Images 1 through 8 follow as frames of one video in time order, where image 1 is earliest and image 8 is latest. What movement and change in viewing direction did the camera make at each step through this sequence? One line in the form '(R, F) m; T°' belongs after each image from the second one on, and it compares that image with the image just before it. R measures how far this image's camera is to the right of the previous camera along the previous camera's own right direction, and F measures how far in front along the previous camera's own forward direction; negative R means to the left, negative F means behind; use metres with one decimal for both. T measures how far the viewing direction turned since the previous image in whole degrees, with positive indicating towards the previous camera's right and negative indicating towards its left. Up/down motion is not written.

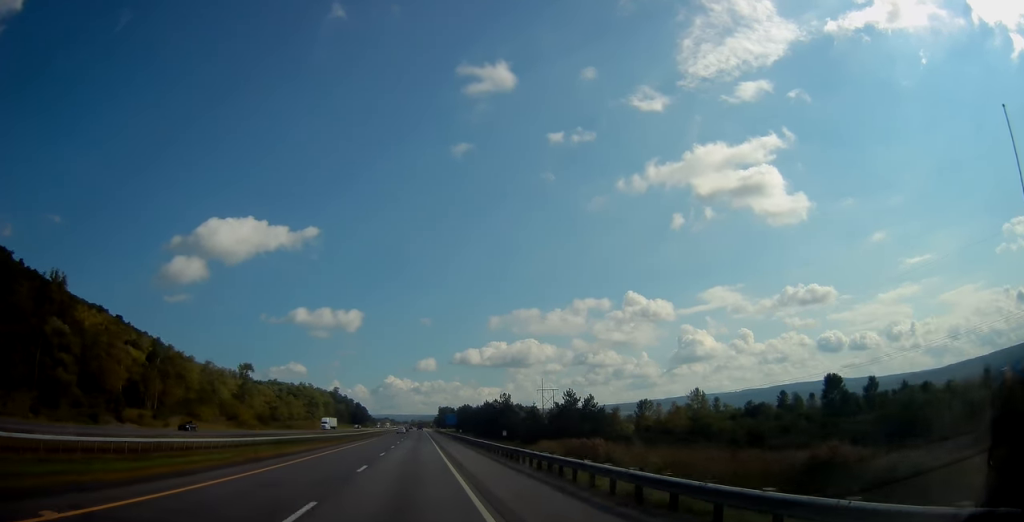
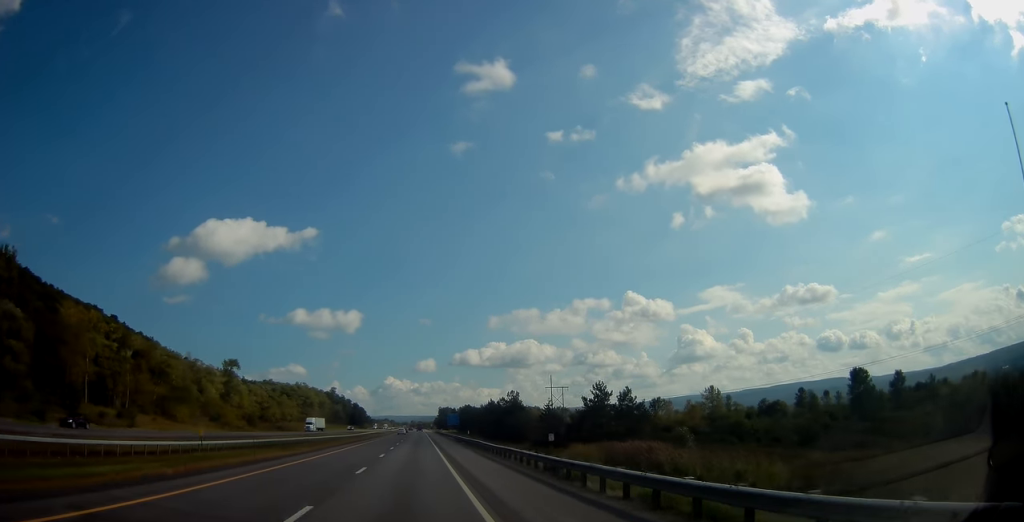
(-0.1, +12.6) m; 0°
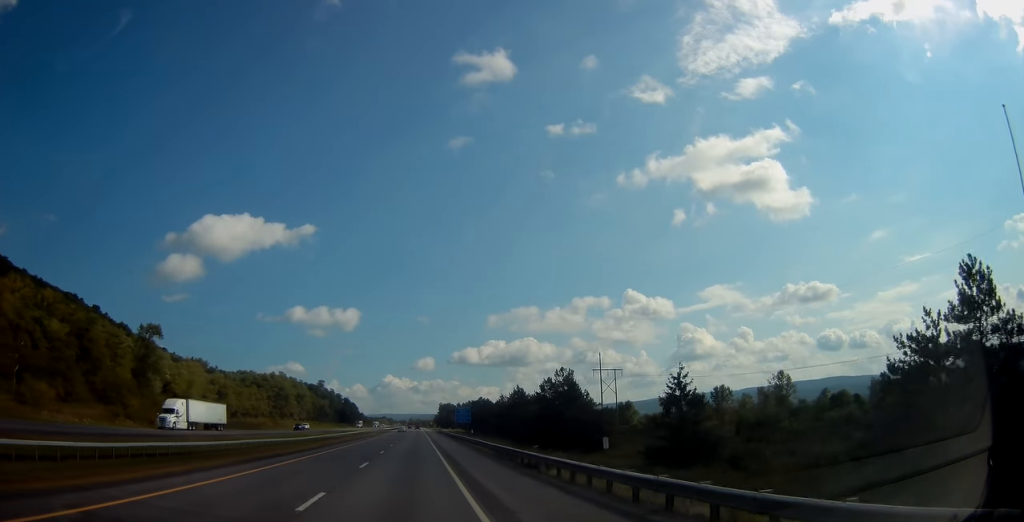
(+0.1, +46.3) m; 0°
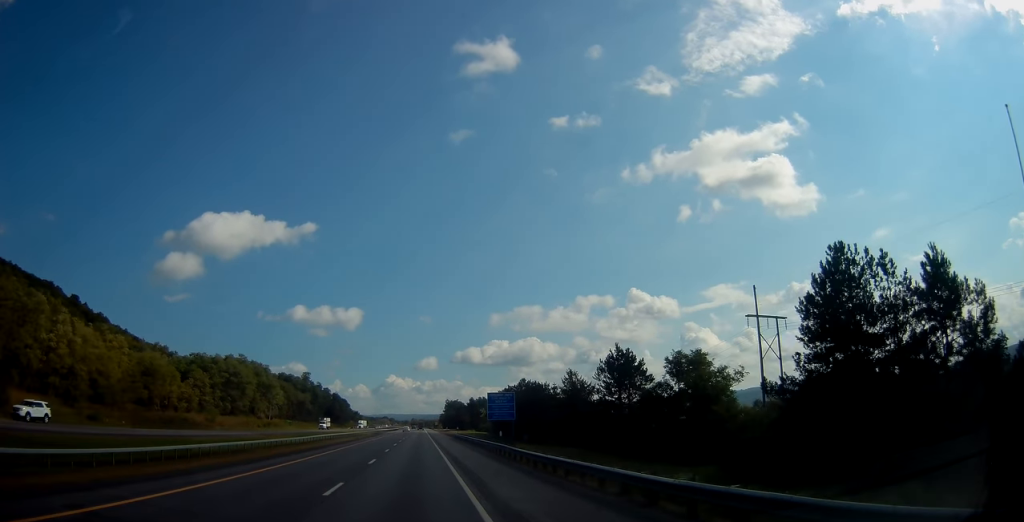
(+0.1, +58.0) m; 0°
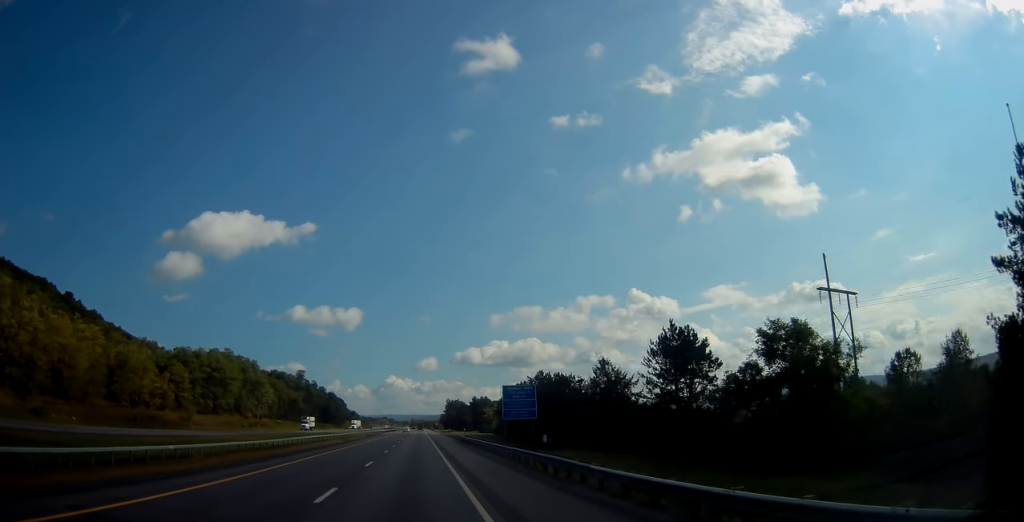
(0.0, +13.5) m; 0°
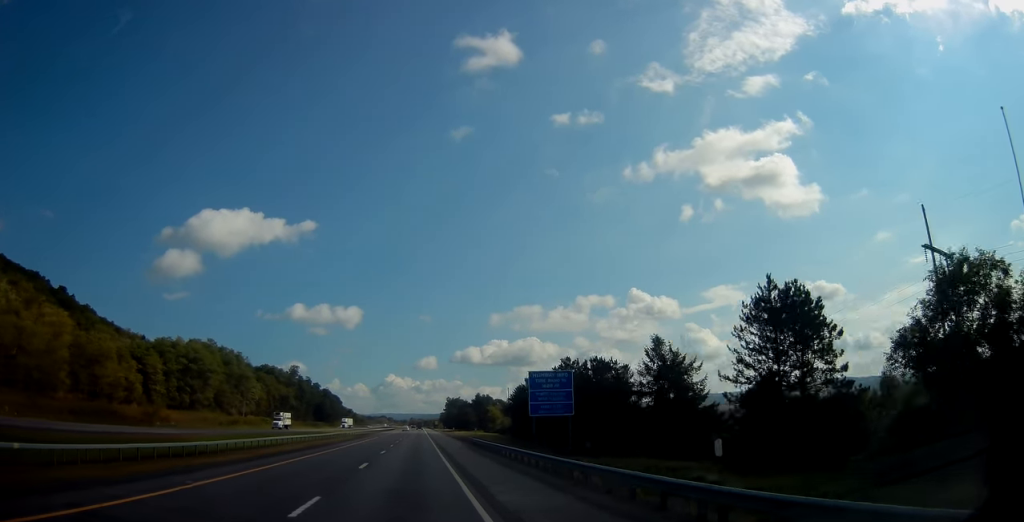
(0.0, +14.5) m; 0°
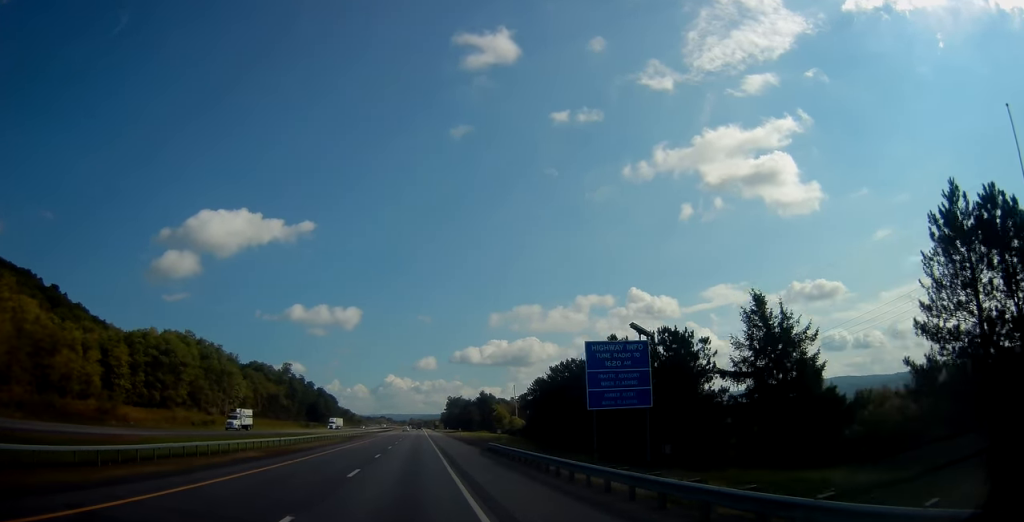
(-0.1, +15.5) m; 0°
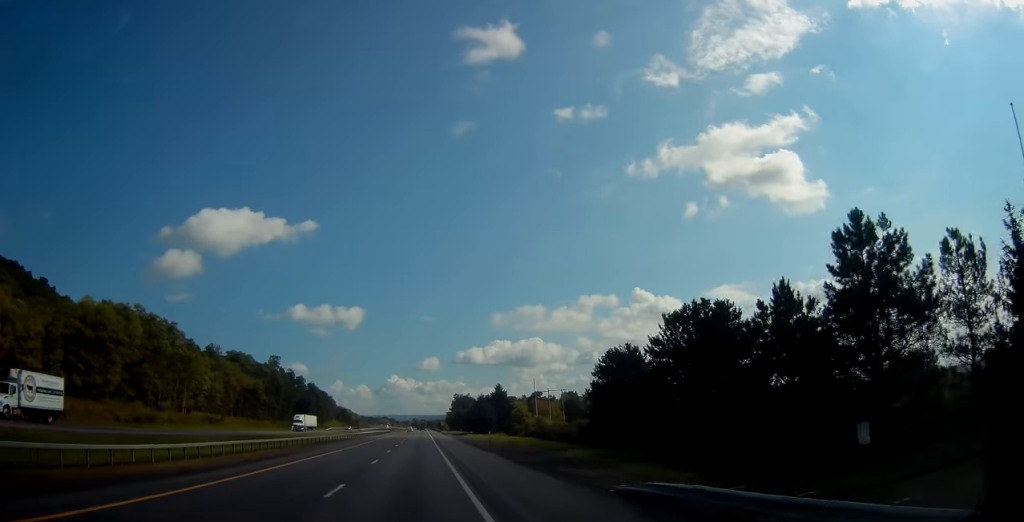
(+0.2, +29.9) m; 0°
